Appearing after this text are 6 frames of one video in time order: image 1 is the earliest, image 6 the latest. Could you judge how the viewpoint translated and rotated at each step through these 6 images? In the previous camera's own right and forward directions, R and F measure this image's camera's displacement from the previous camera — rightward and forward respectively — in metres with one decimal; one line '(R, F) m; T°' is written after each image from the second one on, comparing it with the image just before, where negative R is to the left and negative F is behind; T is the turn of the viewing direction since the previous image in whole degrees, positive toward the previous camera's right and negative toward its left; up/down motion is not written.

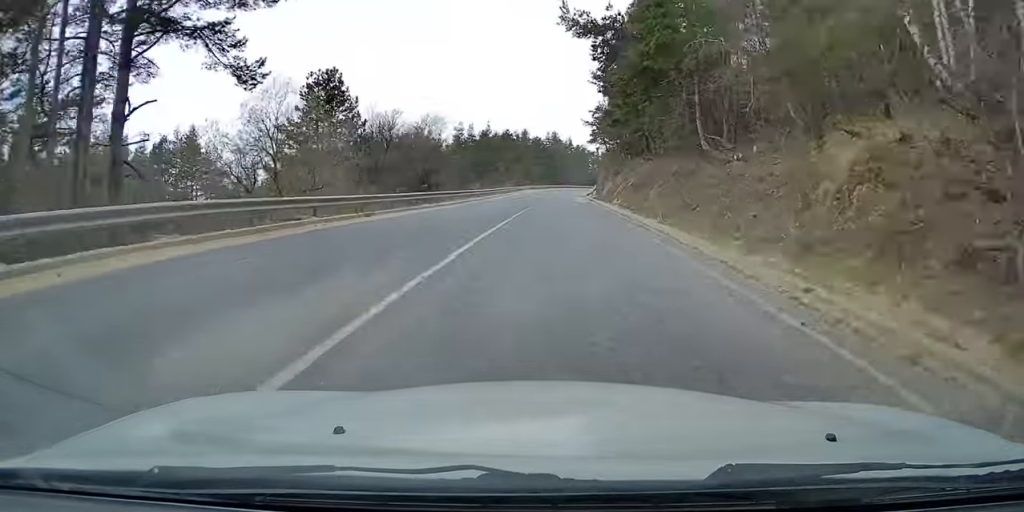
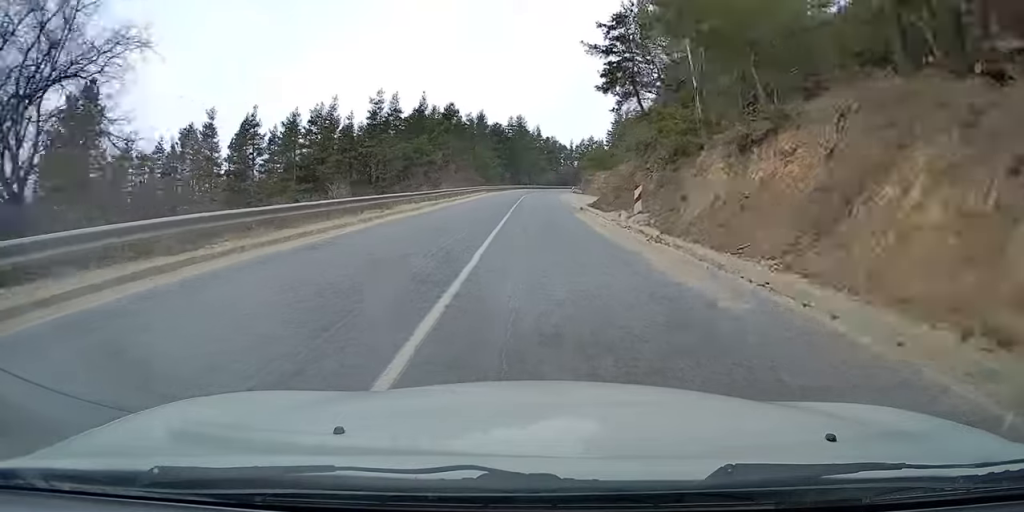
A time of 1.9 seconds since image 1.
(+1.0, +39.3) m; +2°
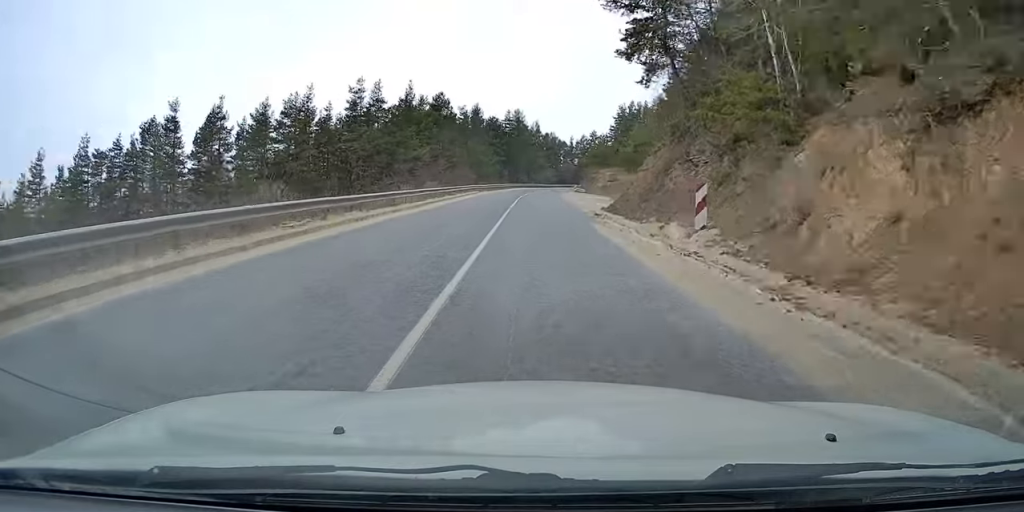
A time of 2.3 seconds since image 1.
(0.0, +8.4) m; 0°
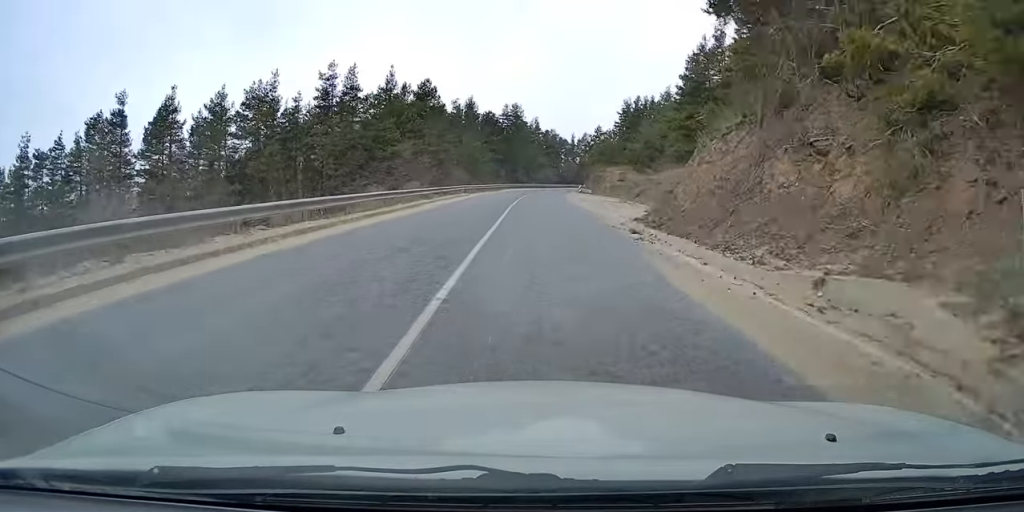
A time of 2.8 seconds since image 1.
(0.0, +9.9) m; 0°
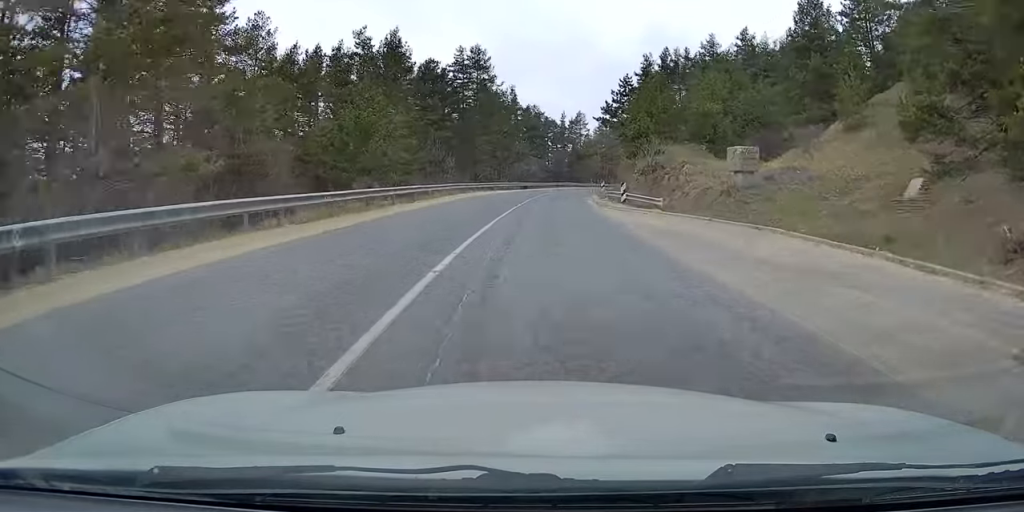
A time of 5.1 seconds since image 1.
(+0.5, +50.1) m; +1°
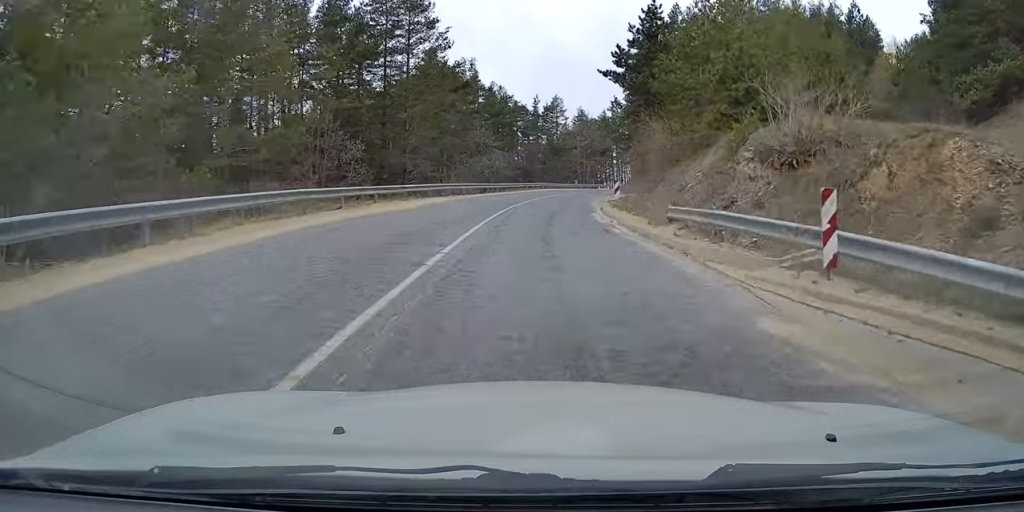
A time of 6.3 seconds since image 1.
(+0.4, +25.2) m; +3°
